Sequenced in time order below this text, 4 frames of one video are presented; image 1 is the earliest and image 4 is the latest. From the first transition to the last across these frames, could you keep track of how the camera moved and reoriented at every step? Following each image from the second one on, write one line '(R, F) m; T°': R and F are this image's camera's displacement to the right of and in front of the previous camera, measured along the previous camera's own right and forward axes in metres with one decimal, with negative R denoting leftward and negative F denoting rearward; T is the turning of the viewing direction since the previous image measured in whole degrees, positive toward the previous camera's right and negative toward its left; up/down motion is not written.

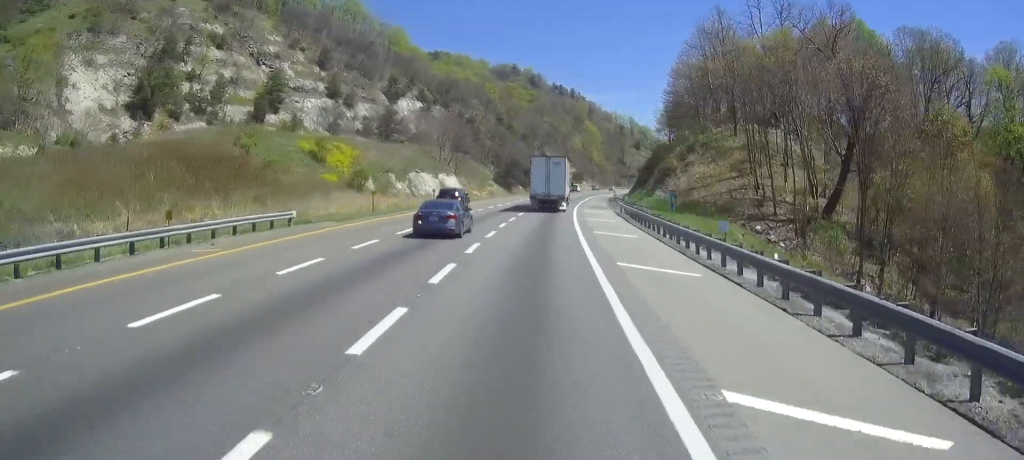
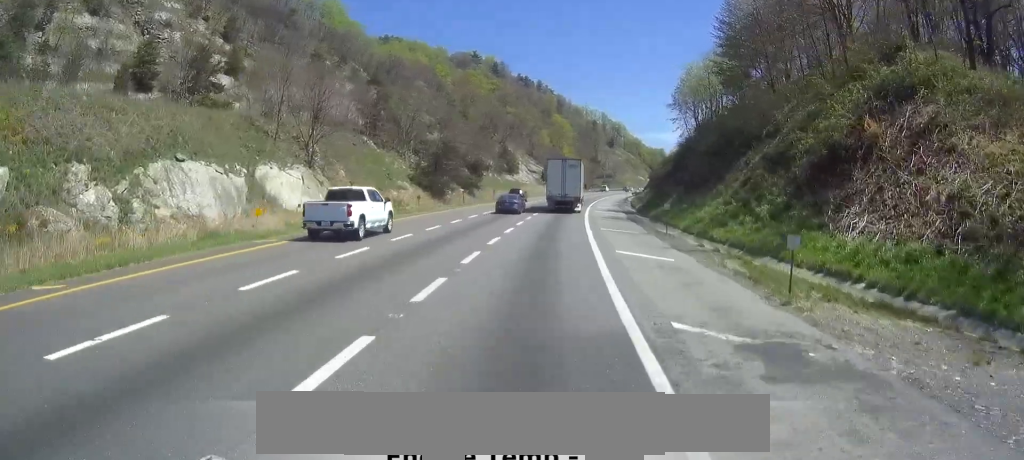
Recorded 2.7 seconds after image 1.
(-0.2, +57.0) m; +1°
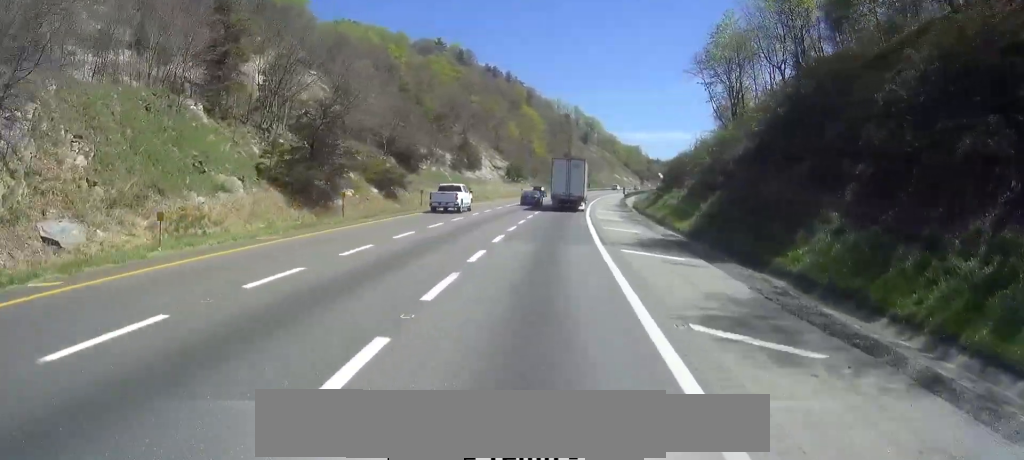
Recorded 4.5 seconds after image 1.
(+0.9, +37.6) m; +3°
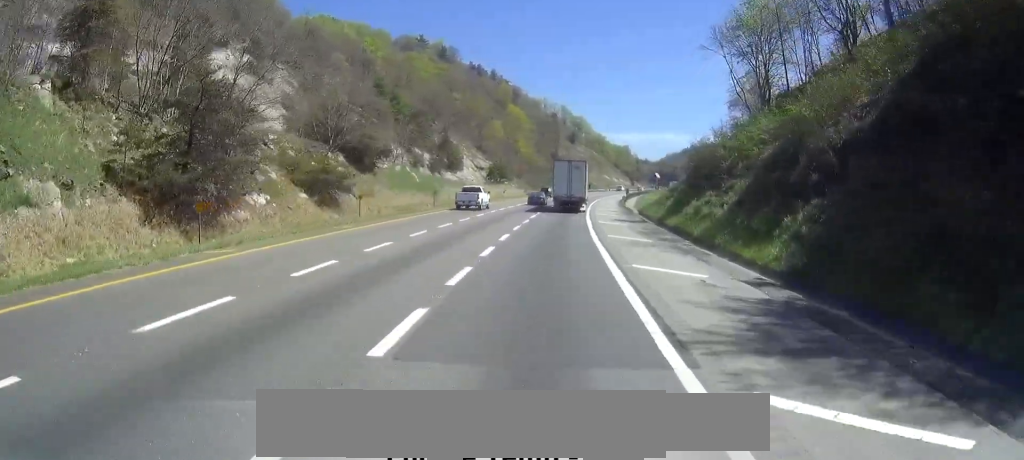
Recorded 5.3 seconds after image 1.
(+0.4, +16.4) m; +2°
